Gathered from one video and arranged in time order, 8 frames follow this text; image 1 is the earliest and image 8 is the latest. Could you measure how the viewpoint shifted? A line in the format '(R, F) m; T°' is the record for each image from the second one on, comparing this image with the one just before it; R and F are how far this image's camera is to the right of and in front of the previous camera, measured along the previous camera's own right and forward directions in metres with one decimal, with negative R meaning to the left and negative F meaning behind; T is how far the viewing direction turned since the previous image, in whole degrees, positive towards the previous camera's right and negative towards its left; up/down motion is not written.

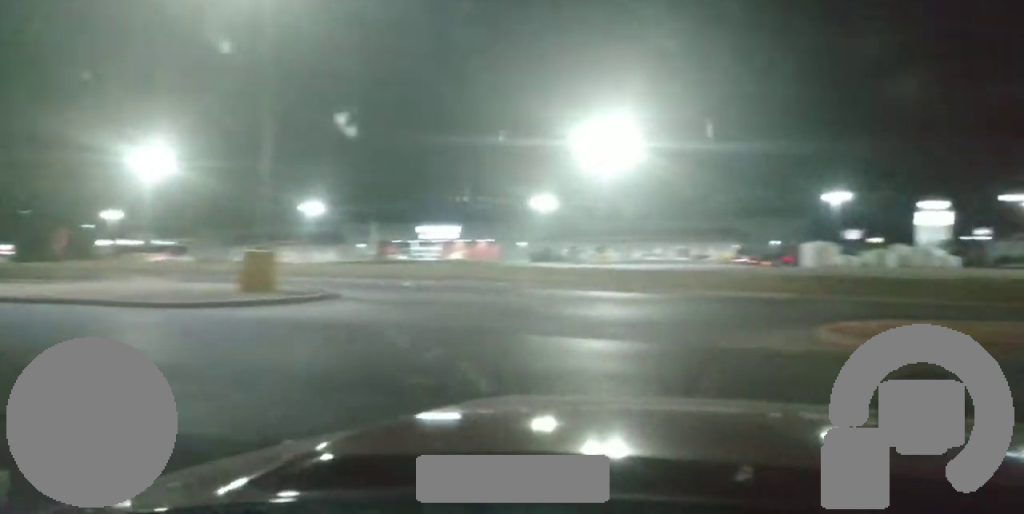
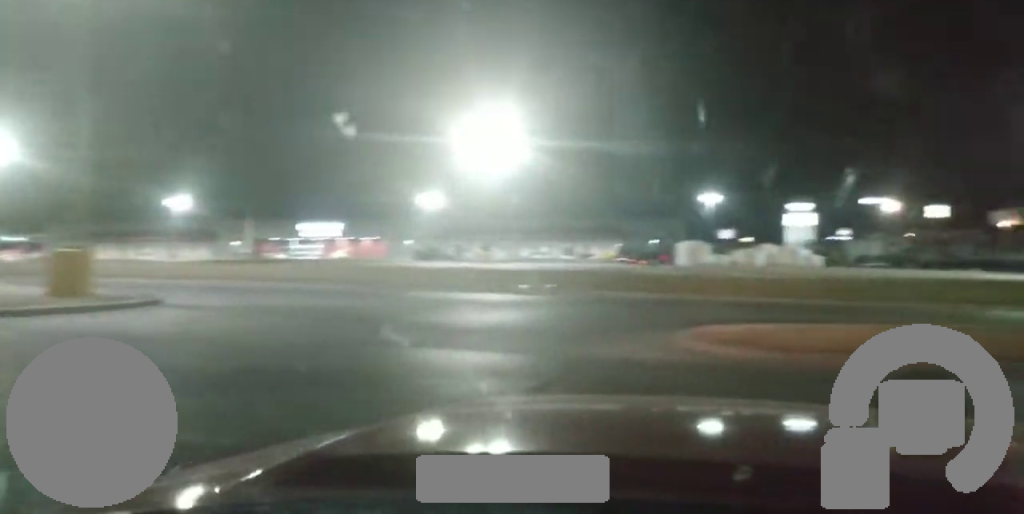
(+0.1, +1.1) m; +16°
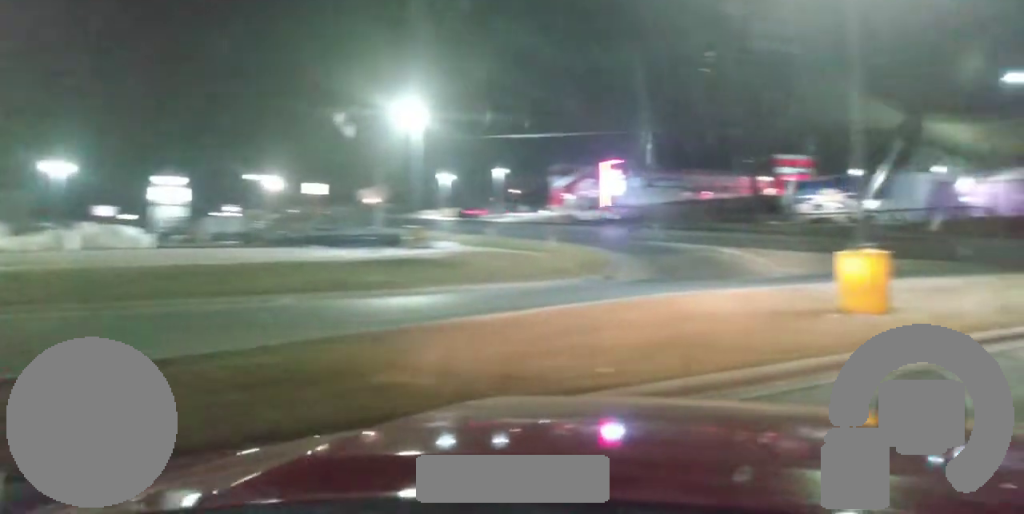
(+3.1, +3.9) m; +57°
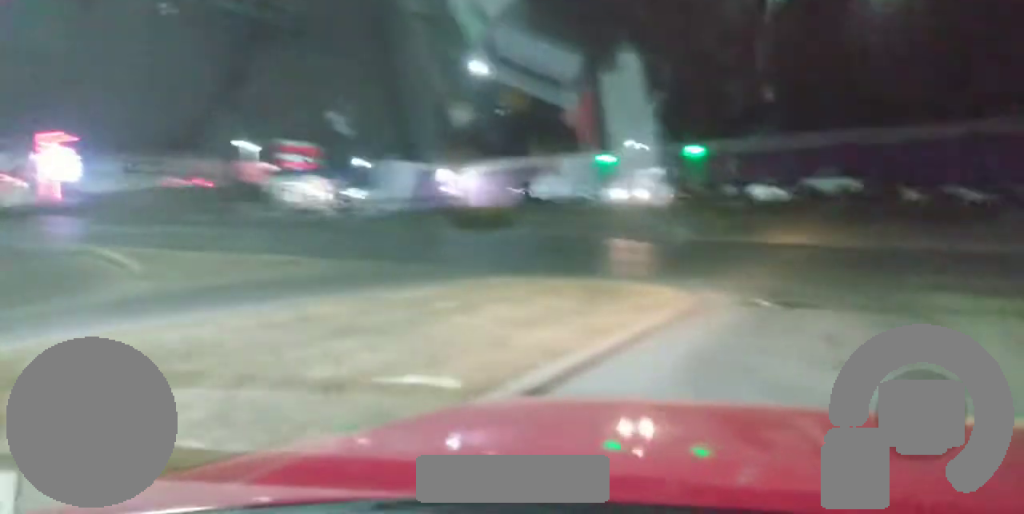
(+1.2, +8.9) m; +15°
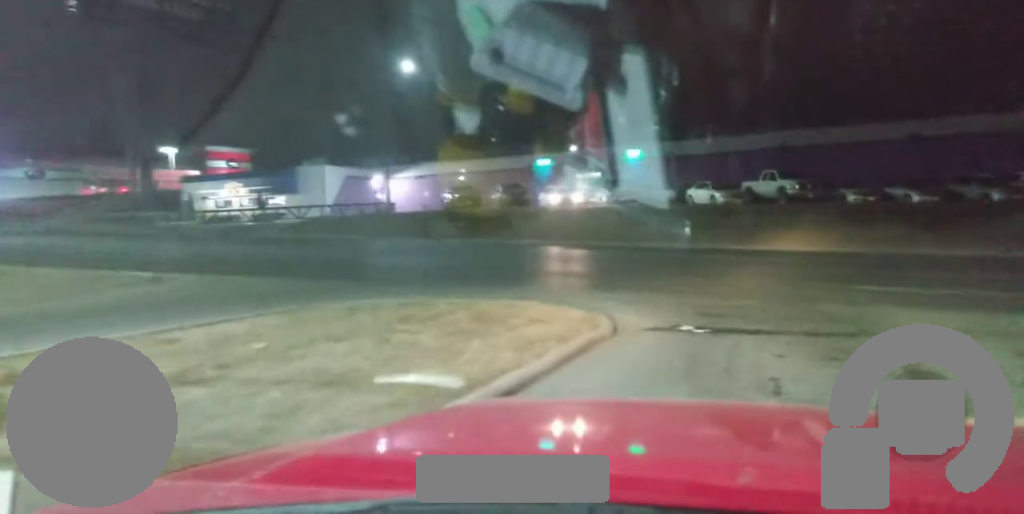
(0.0, +2.8) m; +3°
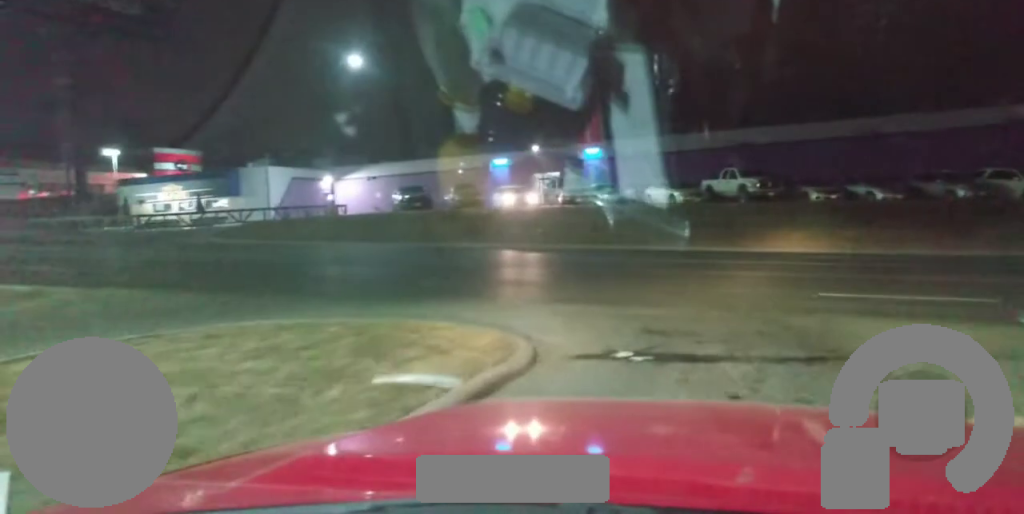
(+0.1, +2.1) m; +4°
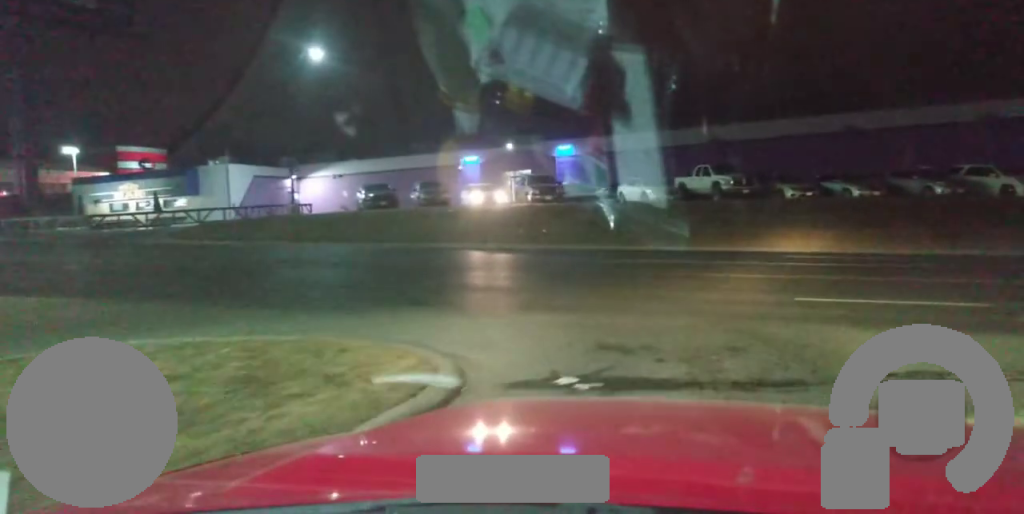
(0.0, +1.7) m; +3°
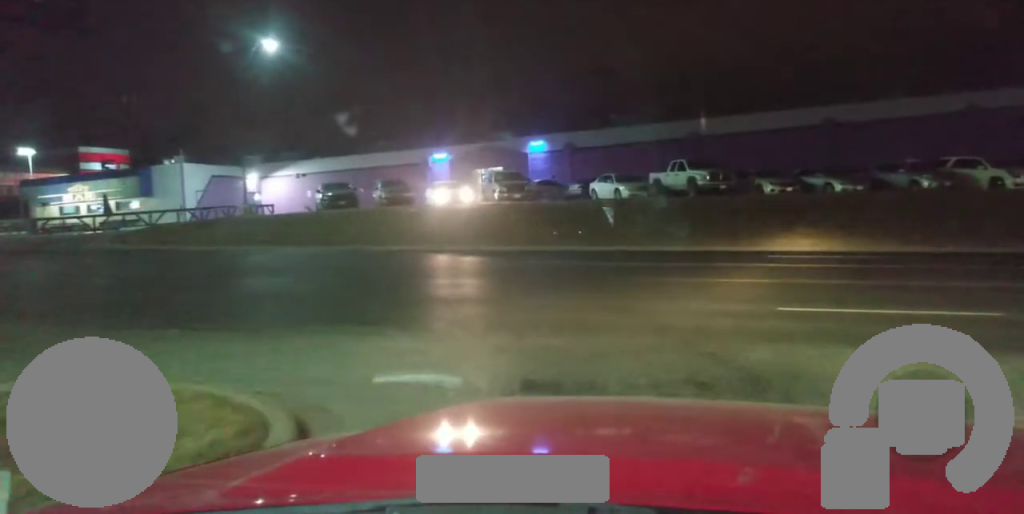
(+0.2, +2.6) m; +4°
